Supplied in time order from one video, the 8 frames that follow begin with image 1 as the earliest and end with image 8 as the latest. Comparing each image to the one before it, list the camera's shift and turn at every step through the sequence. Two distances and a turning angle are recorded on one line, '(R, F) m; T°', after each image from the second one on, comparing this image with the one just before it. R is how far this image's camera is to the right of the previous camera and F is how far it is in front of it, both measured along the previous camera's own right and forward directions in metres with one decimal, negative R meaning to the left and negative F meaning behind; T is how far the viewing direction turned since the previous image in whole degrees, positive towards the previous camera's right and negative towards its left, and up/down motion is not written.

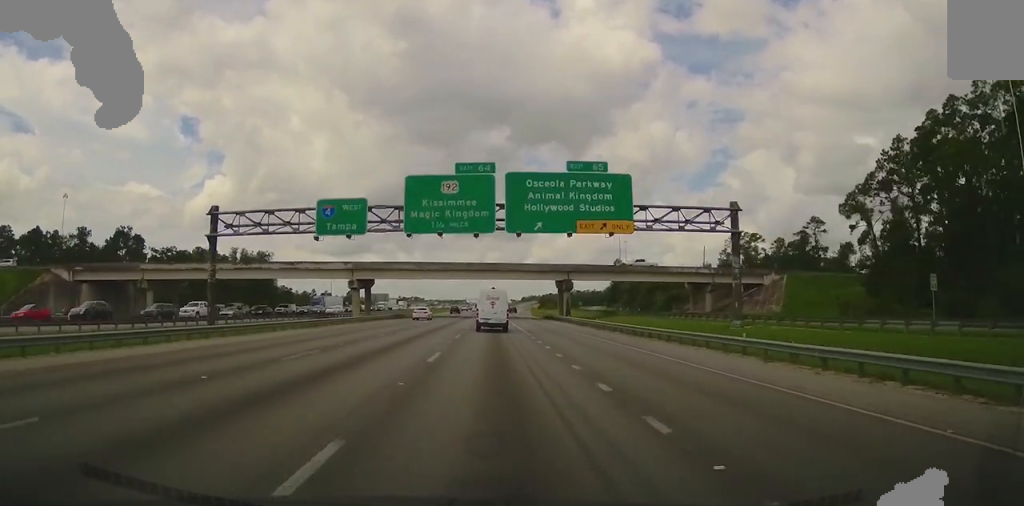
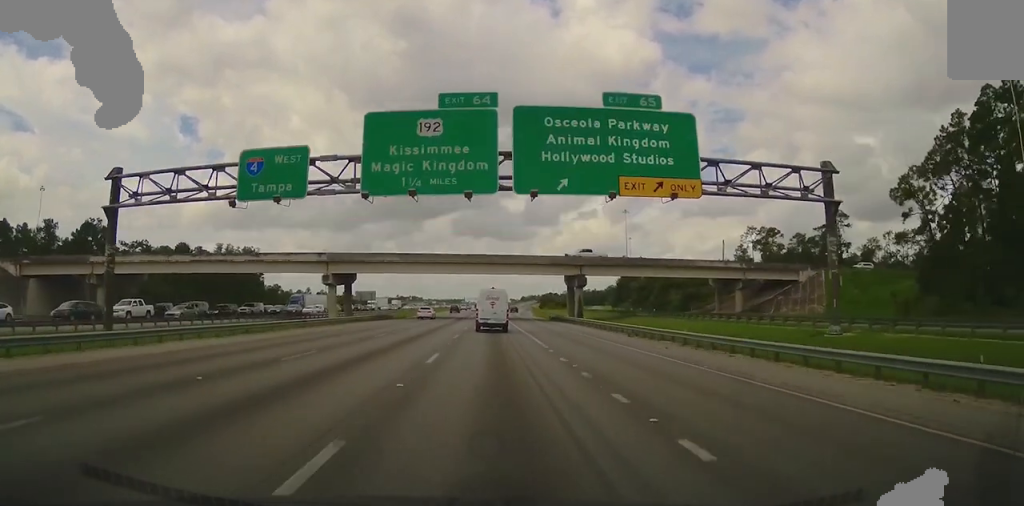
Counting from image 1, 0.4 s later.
(0.0, +12.2) m; 0°
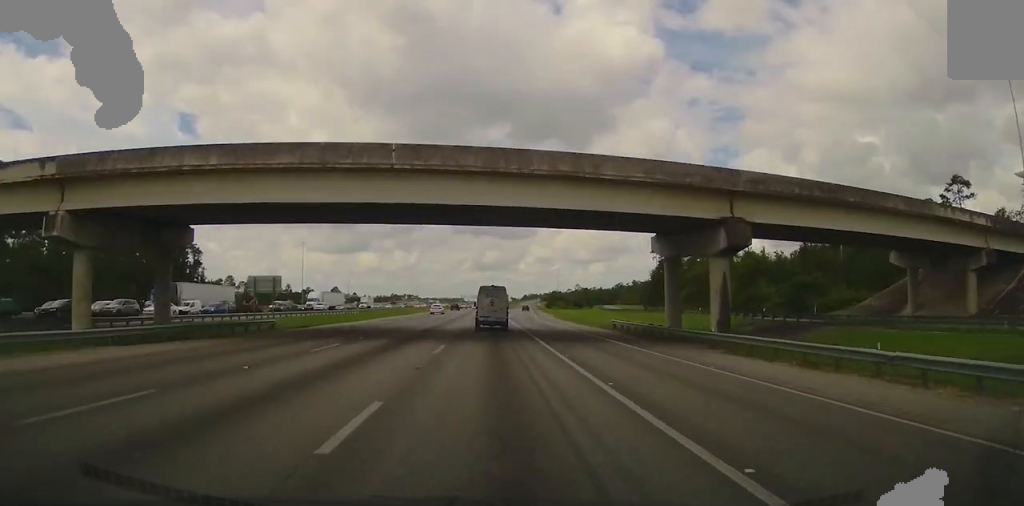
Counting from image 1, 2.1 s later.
(+0.5, +45.9) m; 0°
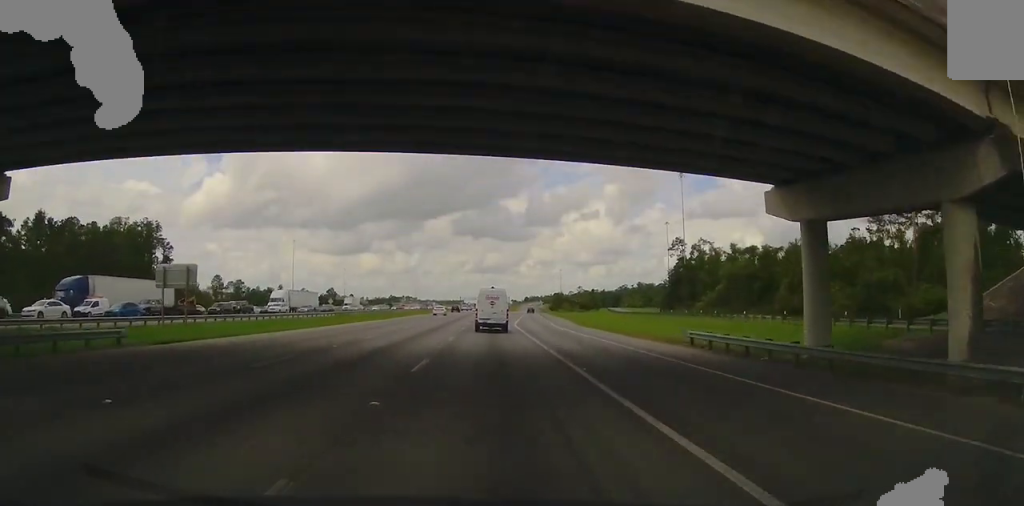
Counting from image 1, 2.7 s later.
(-0.3, +16.8) m; -1°
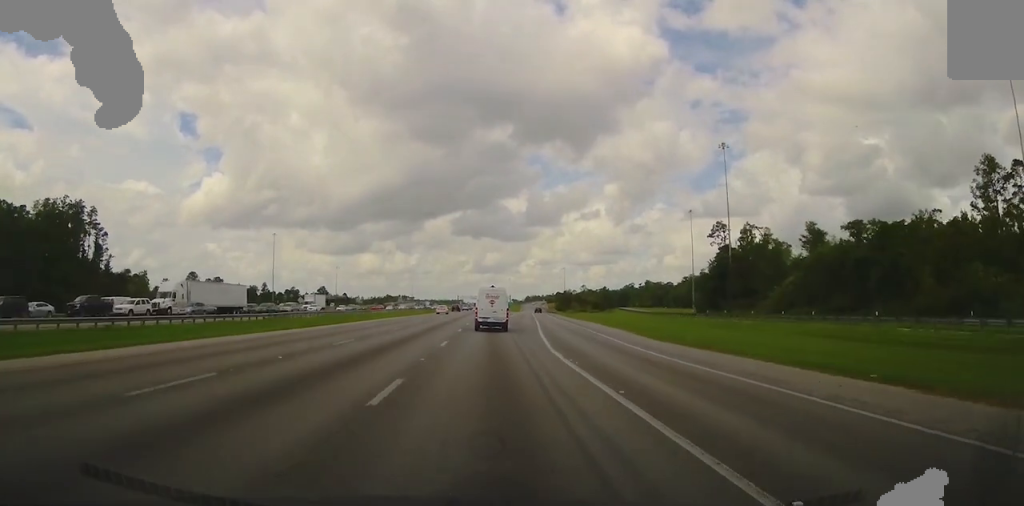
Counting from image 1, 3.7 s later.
(-0.4, +28.7) m; 0°
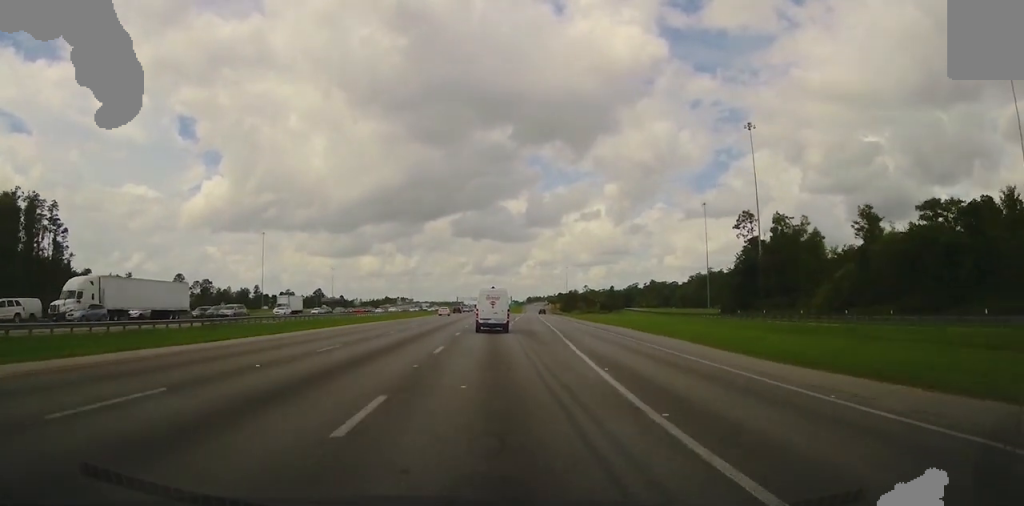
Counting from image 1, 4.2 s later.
(-0.2, +13.9) m; +1°
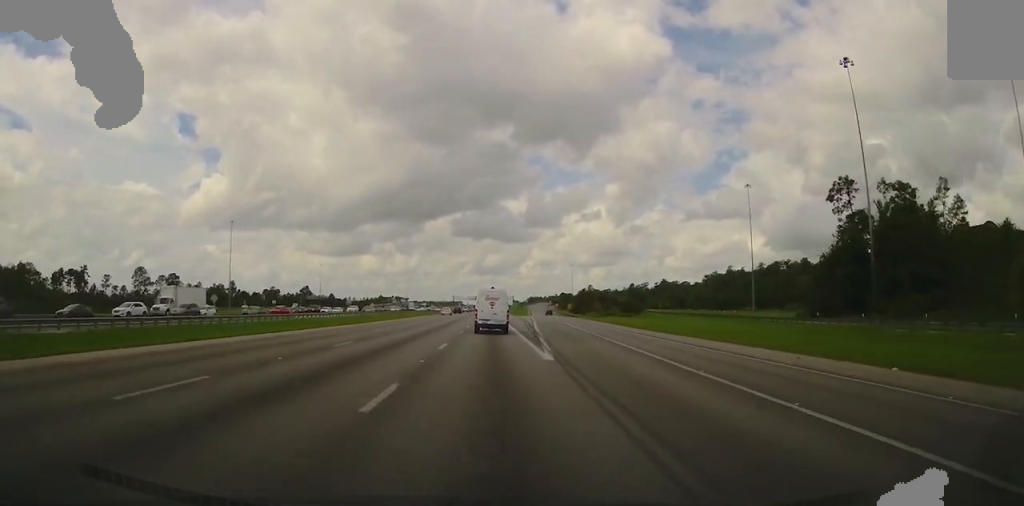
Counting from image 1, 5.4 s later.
(+0.7, +34.3) m; +1°
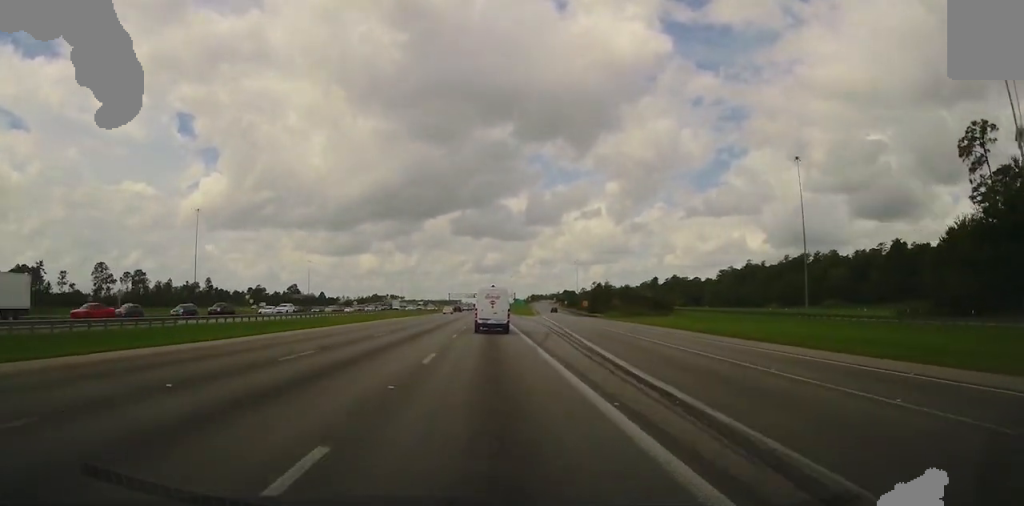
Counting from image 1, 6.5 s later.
(-0.3, +29.1) m; -1°
